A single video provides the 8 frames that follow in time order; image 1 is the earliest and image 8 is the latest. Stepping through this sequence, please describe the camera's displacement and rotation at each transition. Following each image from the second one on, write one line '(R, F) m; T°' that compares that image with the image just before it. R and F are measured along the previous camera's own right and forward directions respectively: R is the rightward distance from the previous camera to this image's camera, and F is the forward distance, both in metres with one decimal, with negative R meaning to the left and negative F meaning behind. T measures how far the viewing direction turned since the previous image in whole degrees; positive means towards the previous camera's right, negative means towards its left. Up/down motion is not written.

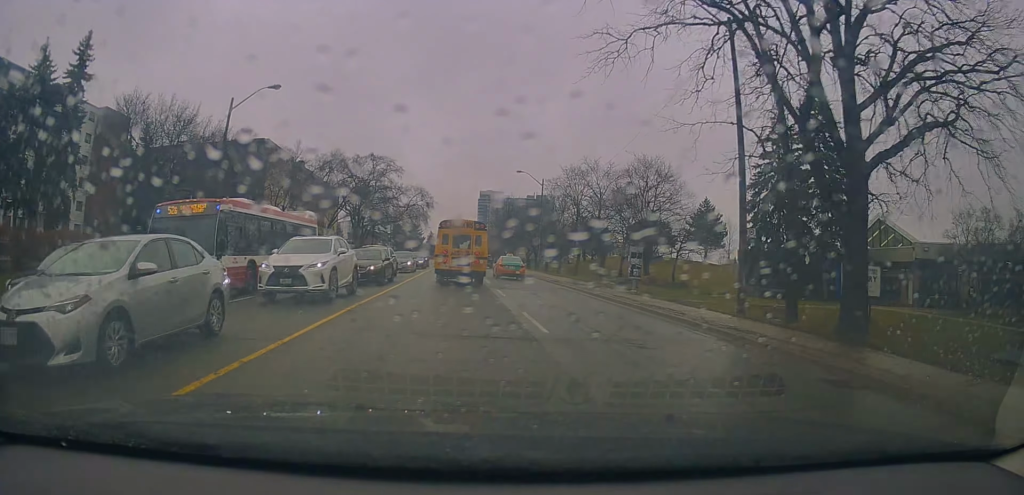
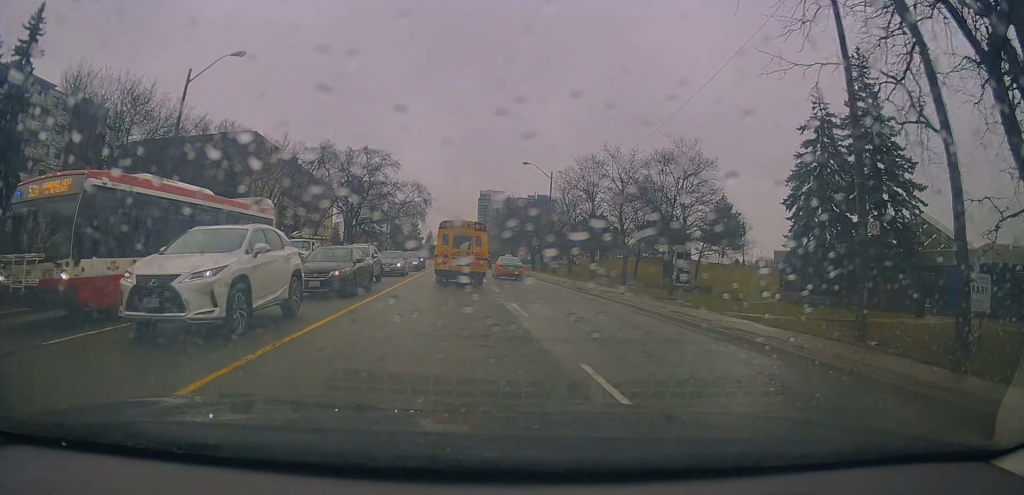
(0.0, +6.4) m; +1°
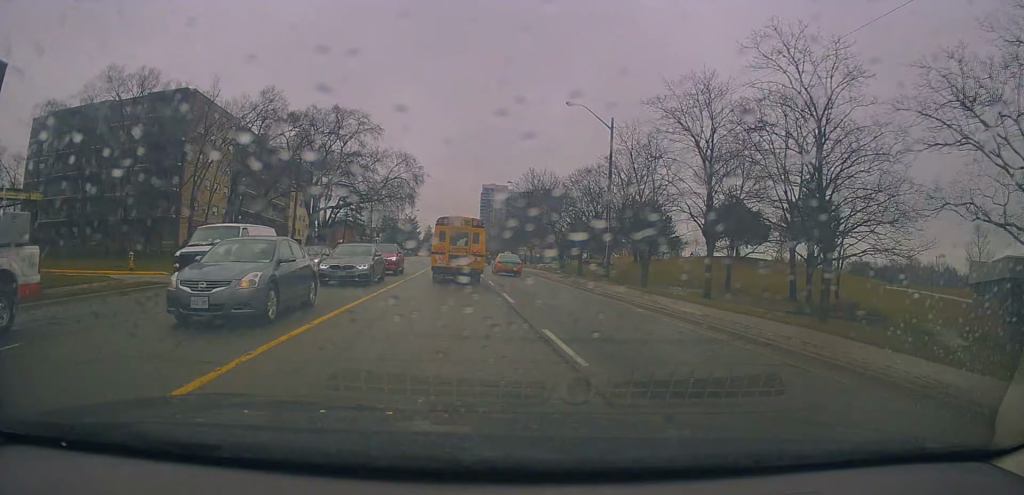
(+0.8, +23.0) m; +1°
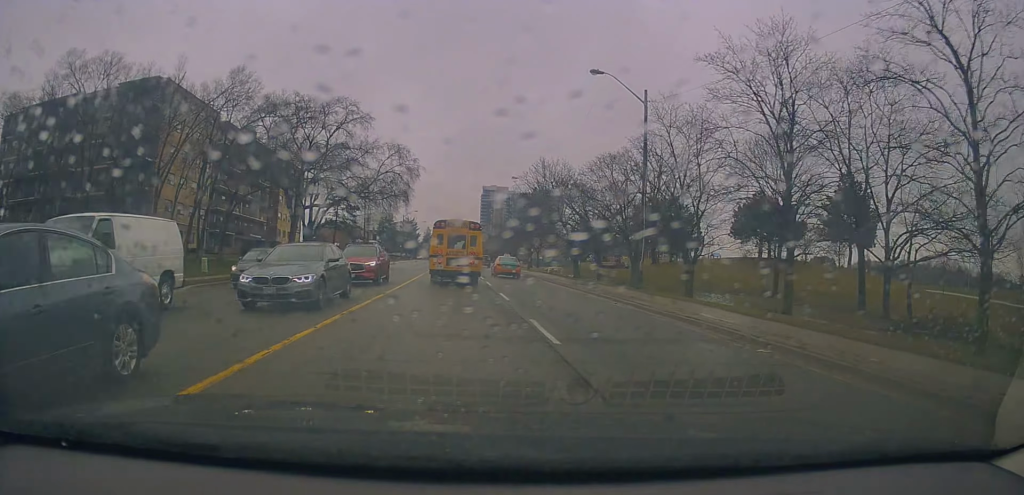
(-0.2, +6.9) m; -1°
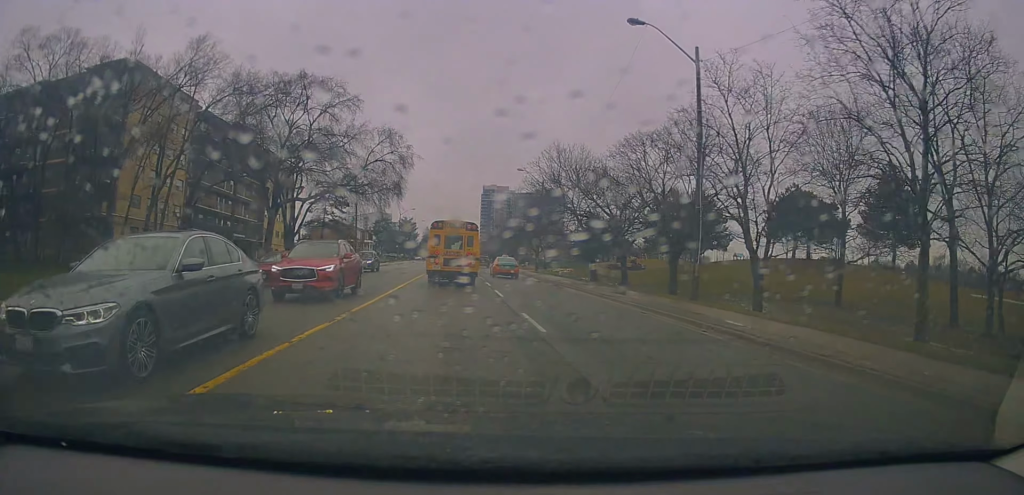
(-0.2, +7.2) m; -1°
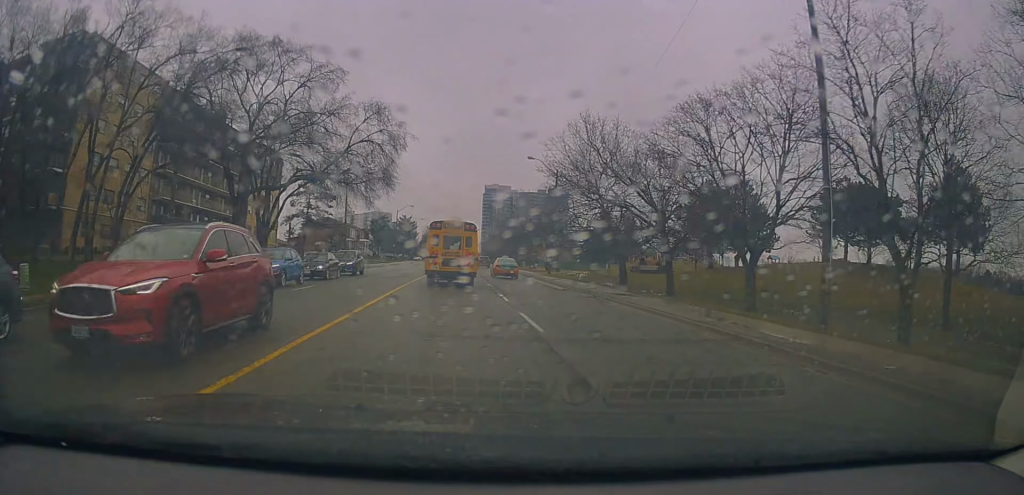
(0.0, +8.6) m; 0°
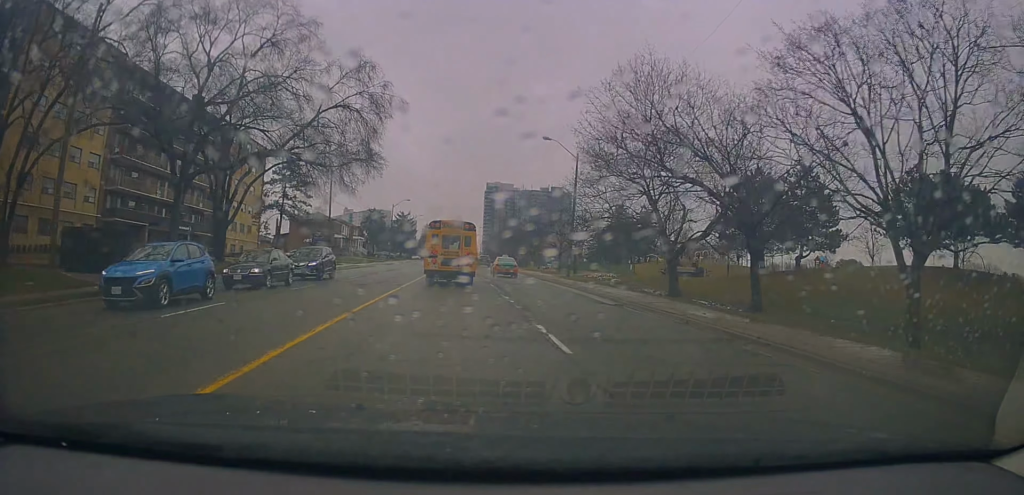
(0.0, +9.8) m; 0°
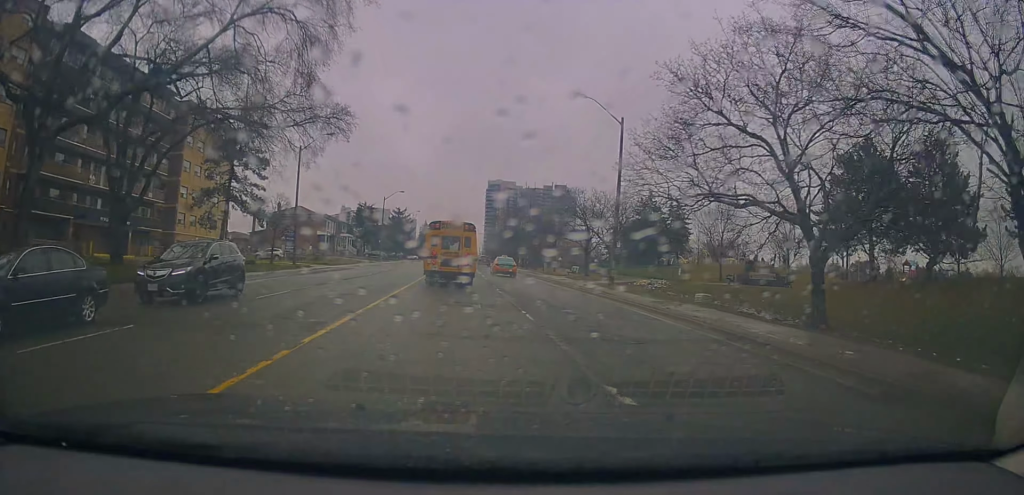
(0.0, +13.1) m; 0°
